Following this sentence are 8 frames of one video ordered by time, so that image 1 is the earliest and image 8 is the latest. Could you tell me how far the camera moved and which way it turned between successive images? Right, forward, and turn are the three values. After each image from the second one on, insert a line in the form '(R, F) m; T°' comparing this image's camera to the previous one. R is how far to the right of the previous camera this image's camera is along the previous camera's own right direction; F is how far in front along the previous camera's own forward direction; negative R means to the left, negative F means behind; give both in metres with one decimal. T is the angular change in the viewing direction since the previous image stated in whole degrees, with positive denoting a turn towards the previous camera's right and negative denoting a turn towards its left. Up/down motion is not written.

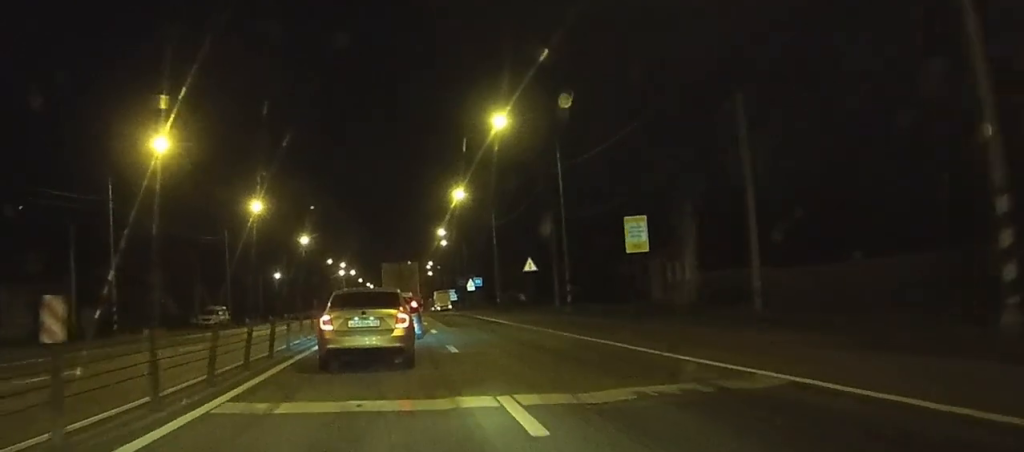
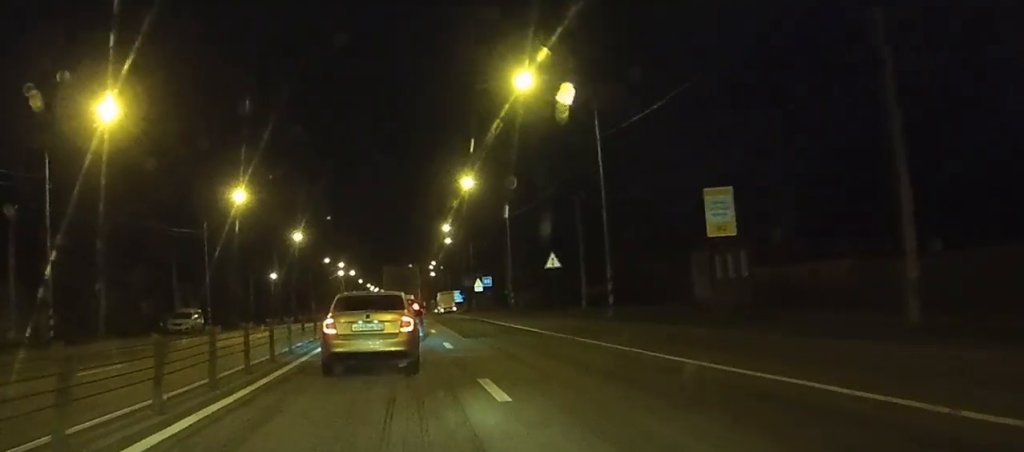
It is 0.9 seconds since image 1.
(0.0, +9.2) m; 0°
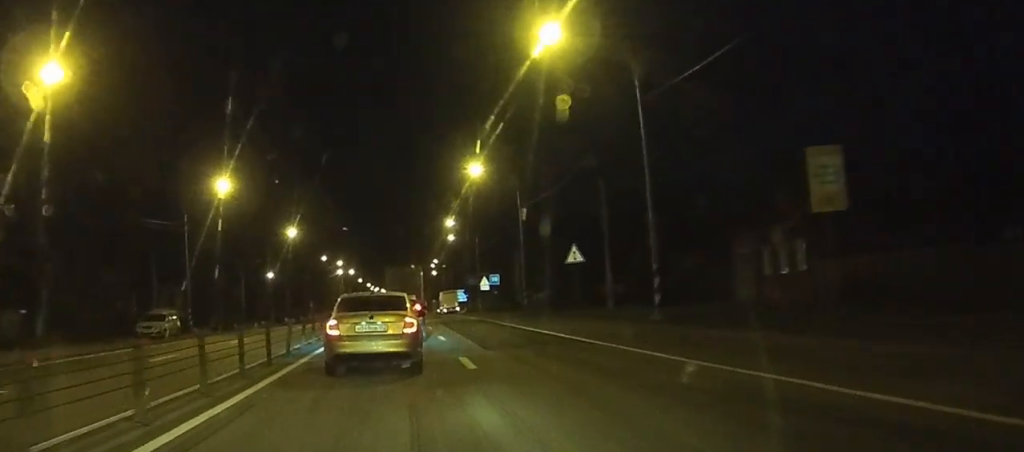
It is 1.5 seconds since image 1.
(0.0, +6.8) m; 0°
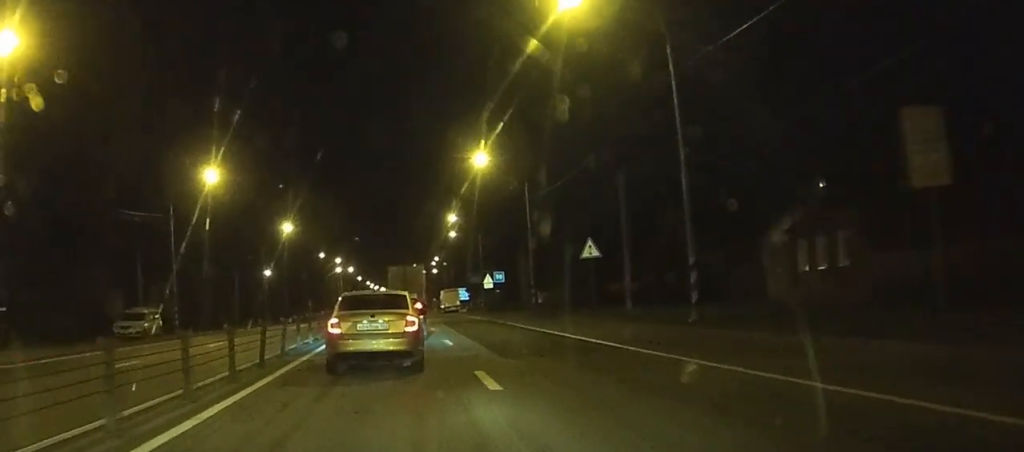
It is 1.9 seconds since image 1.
(0.0, +4.0) m; 0°
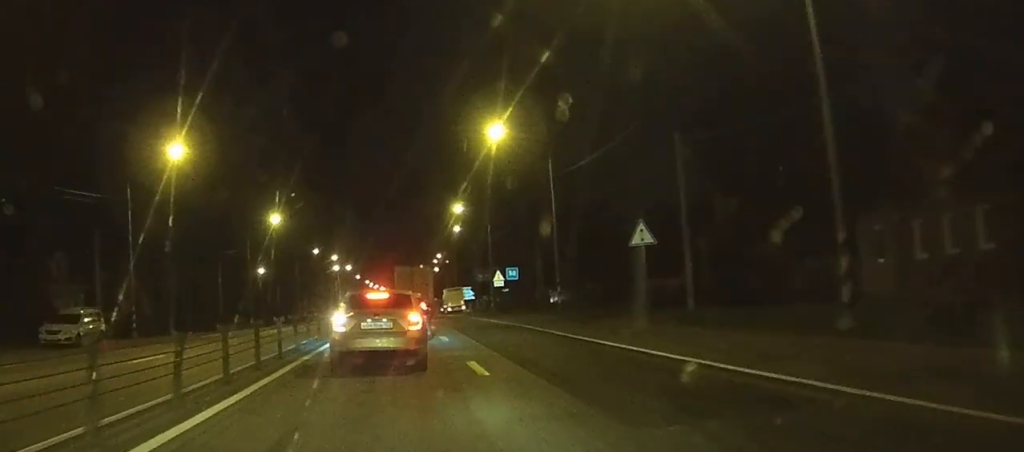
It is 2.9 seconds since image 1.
(0.0, +9.5) m; 0°
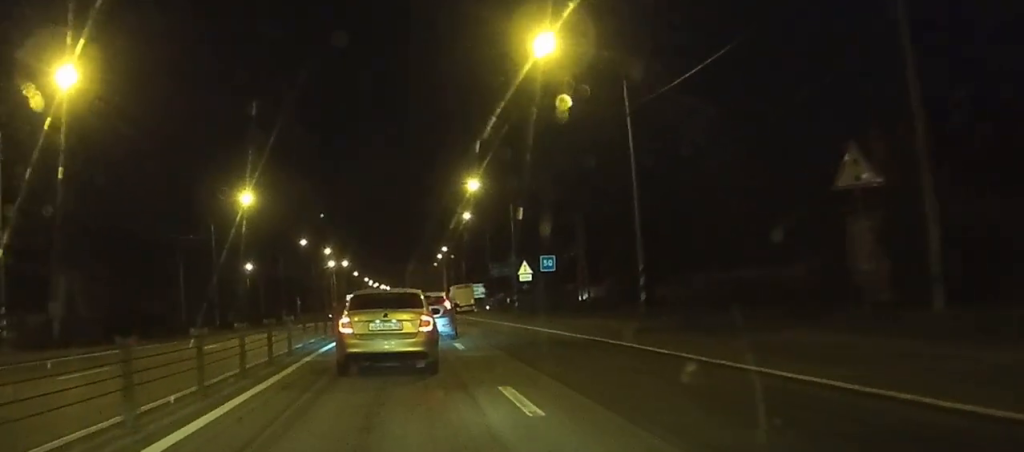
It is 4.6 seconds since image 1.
(+0.1, +16.3) m; +1°
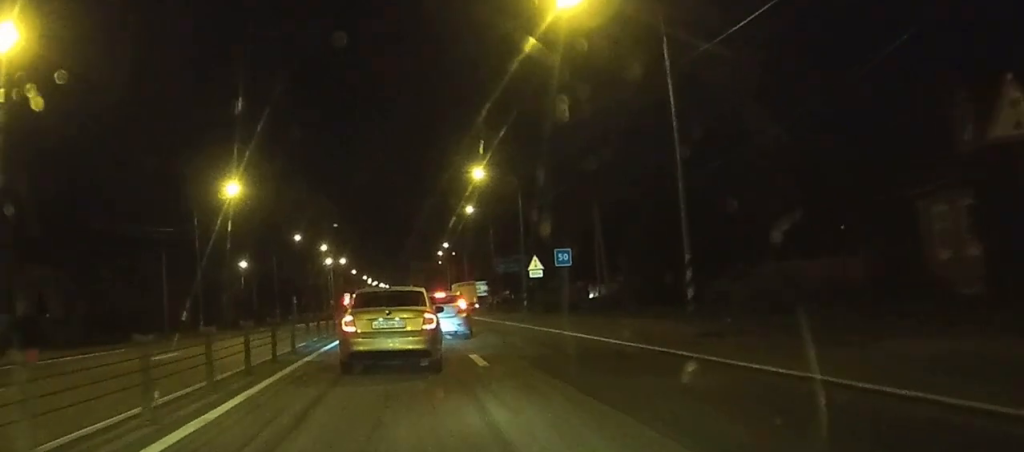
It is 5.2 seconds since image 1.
(0.0, +5.3) m; 0°
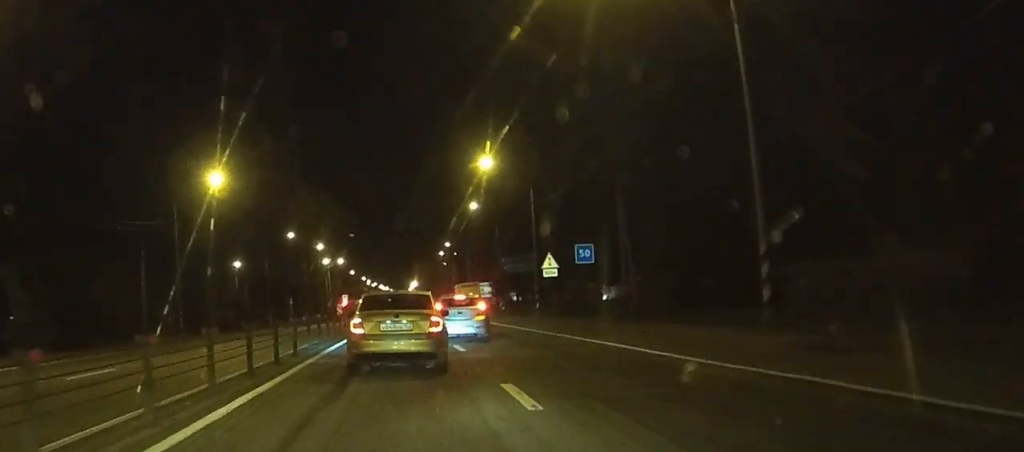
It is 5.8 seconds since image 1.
(0.0, +5.8) m; -1°
